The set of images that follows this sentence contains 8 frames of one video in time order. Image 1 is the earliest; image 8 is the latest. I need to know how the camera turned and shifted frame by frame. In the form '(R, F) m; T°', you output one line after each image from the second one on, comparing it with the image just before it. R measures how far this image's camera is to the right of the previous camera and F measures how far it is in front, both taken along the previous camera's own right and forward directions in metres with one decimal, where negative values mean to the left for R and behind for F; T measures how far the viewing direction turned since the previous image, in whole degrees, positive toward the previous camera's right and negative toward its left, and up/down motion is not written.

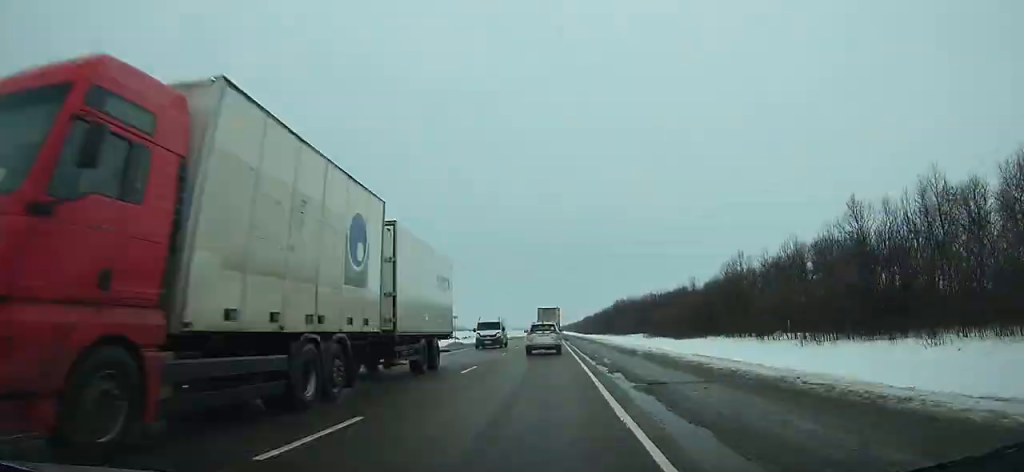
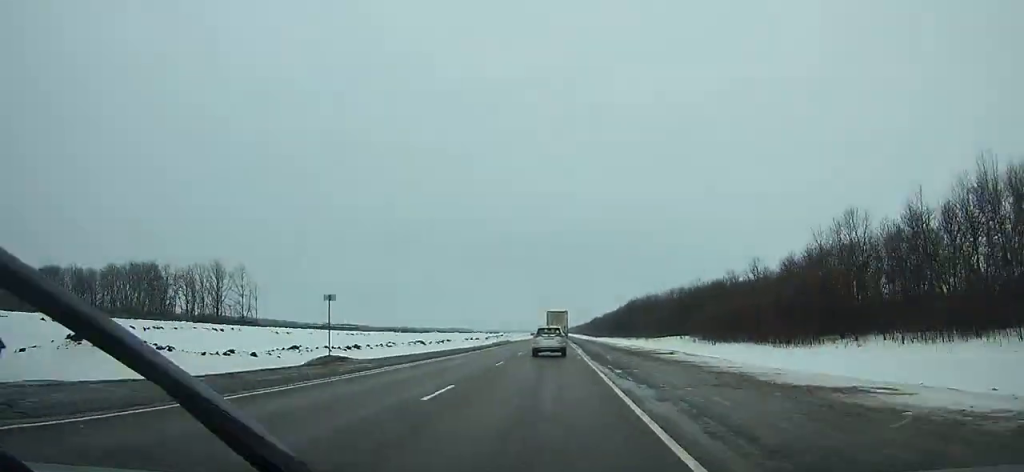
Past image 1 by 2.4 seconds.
(0.0, +42.8) m; 0°
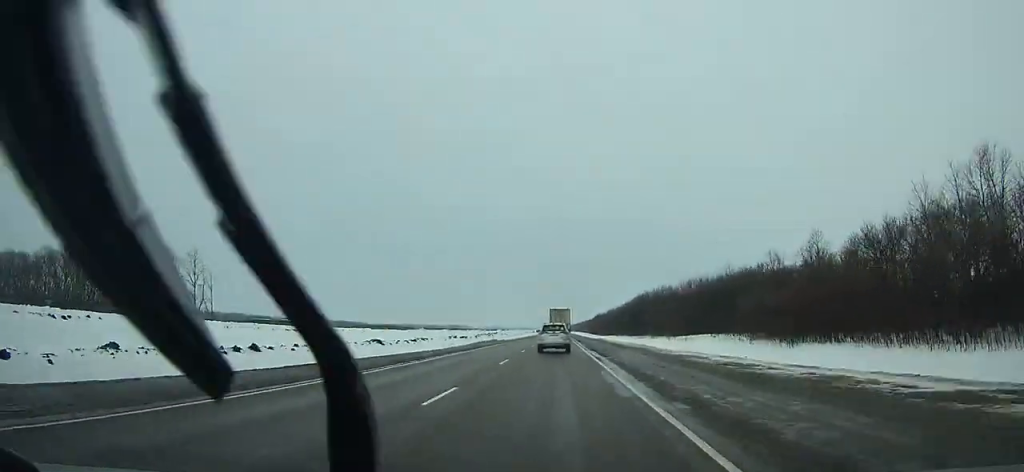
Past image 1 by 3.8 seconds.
(0.0, +25.4) m; 0°
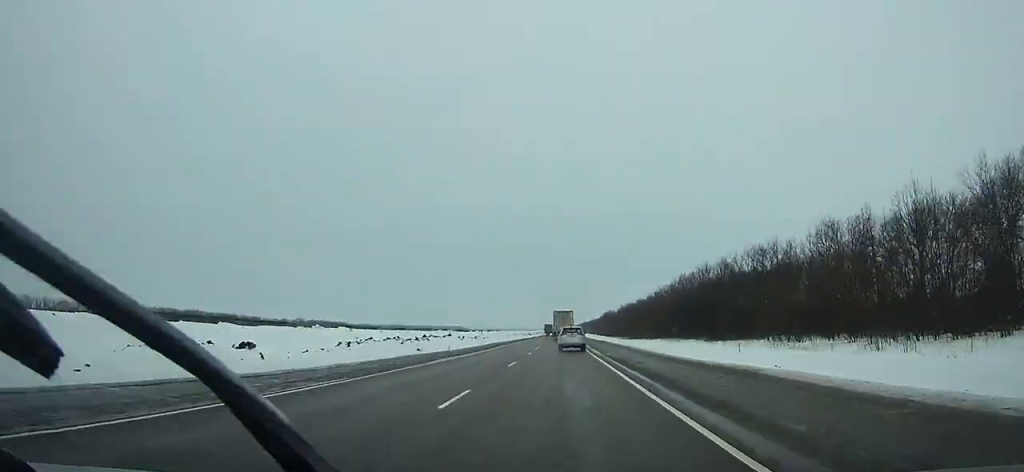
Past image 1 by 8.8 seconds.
(+0.4, +96.5) m; 0°
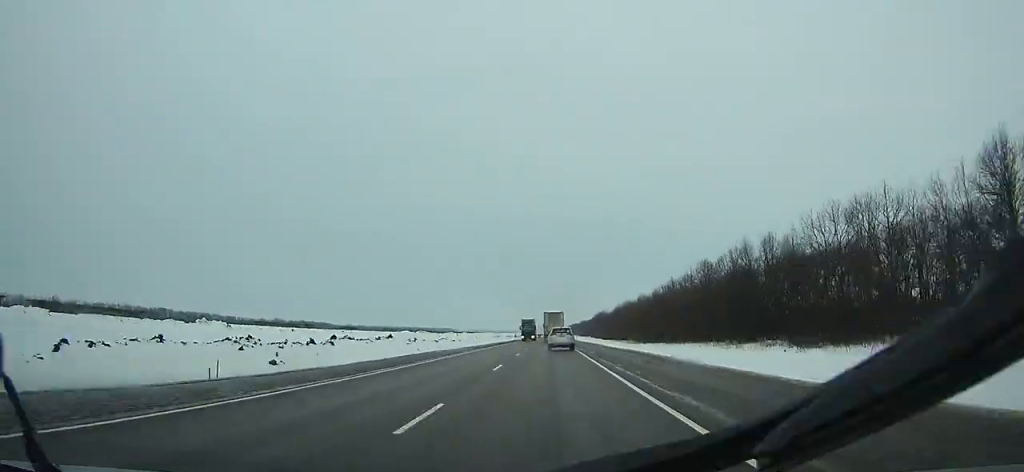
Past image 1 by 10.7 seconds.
(+0.1, +38.5) m; 0°
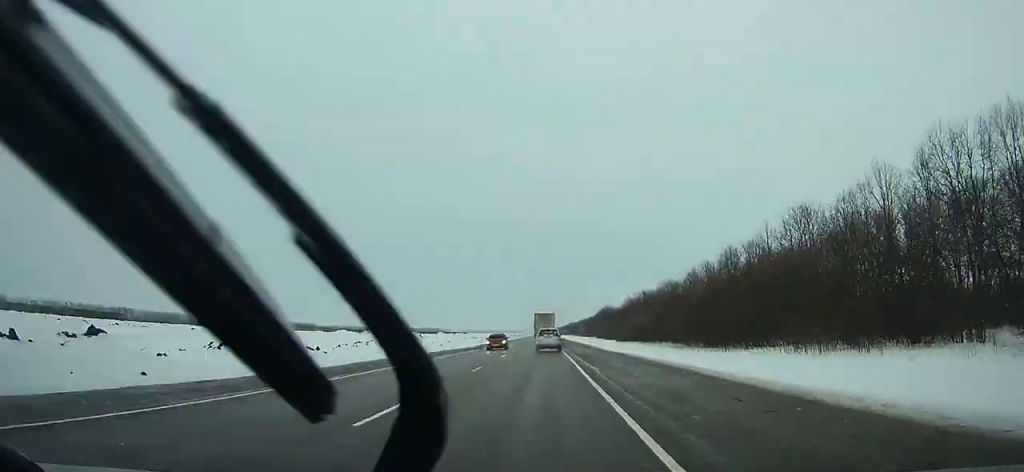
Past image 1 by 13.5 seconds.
(+0.1, +58.4) m; 0°
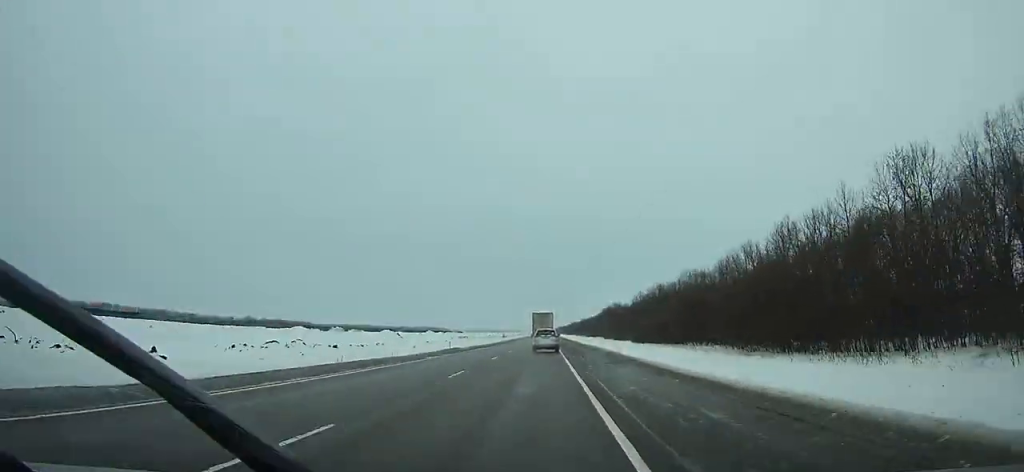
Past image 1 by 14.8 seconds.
(0.0, +27.7) m; 0°
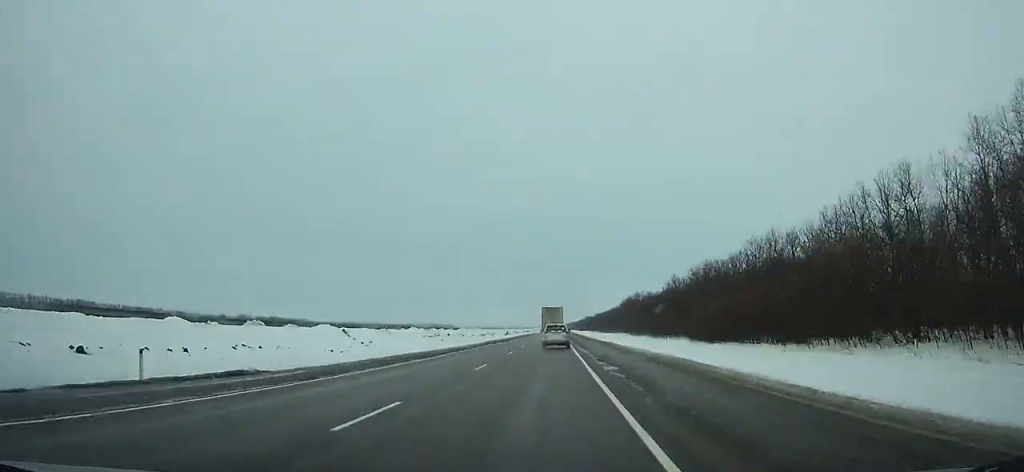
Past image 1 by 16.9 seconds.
(-0.2, +45.4) m; 0°
